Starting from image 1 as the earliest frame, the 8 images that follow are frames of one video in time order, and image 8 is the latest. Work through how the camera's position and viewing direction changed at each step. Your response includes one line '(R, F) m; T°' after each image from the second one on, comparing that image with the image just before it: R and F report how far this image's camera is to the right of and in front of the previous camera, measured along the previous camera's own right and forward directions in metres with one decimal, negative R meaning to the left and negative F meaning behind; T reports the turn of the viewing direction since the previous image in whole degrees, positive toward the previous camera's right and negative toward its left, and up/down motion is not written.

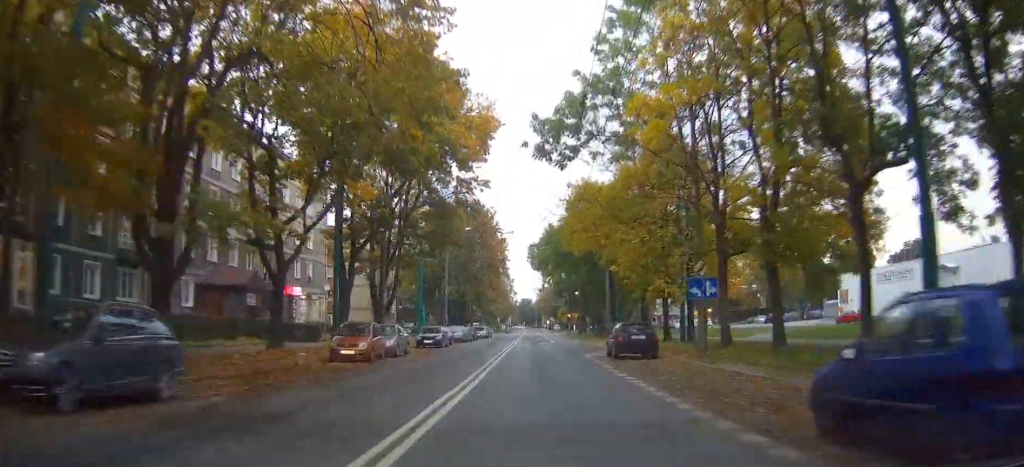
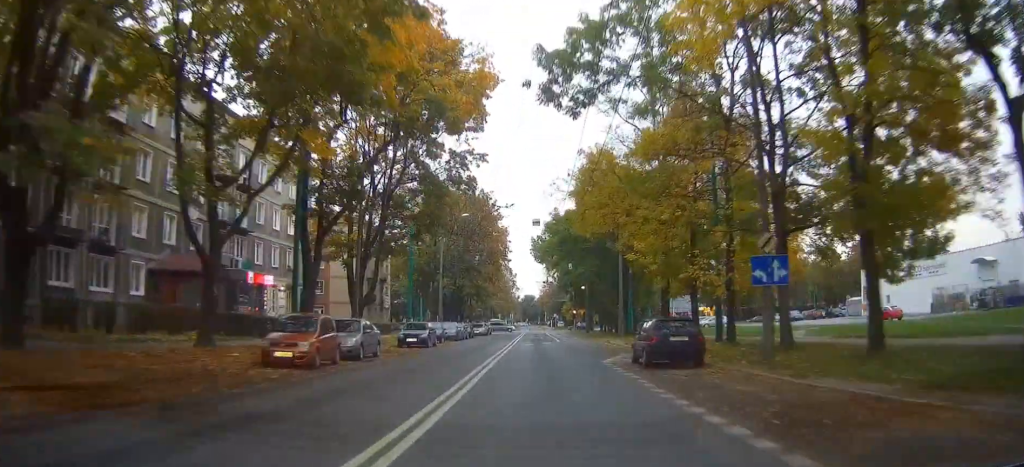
(0.0, +7.2) m; -1°
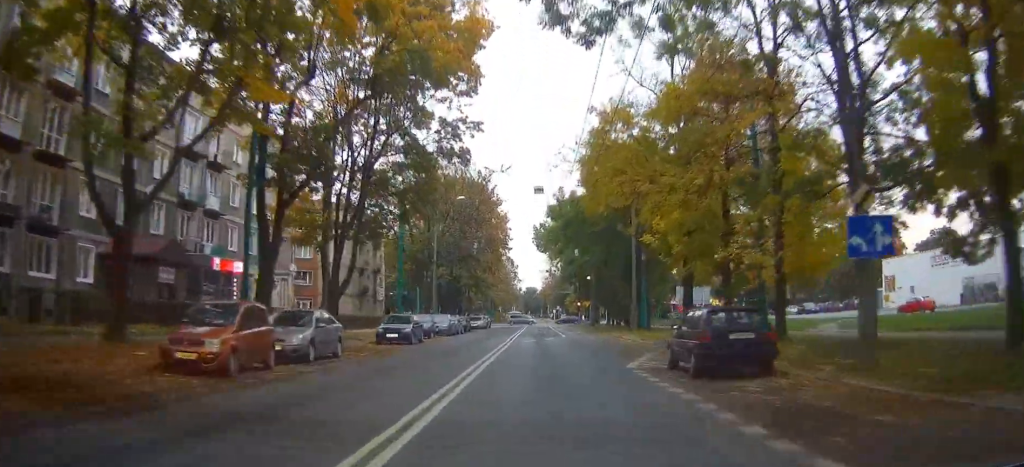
(+0.1, +5.9) m; -1°
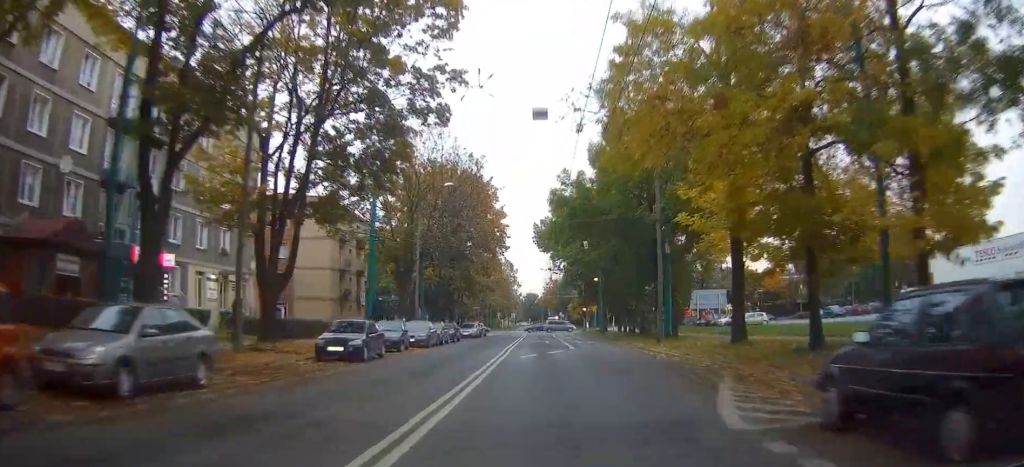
(-0.3, +10.0) m; -1°
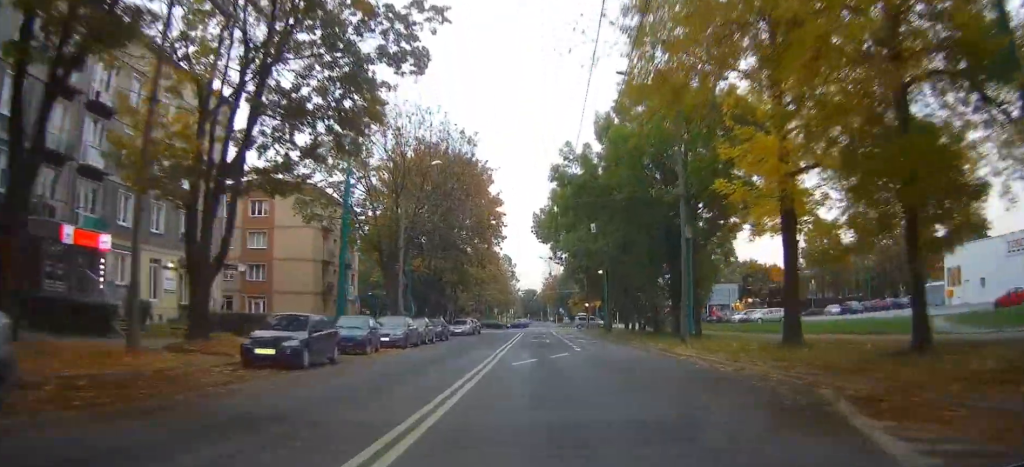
(-0.1, +6.7) m; 0°
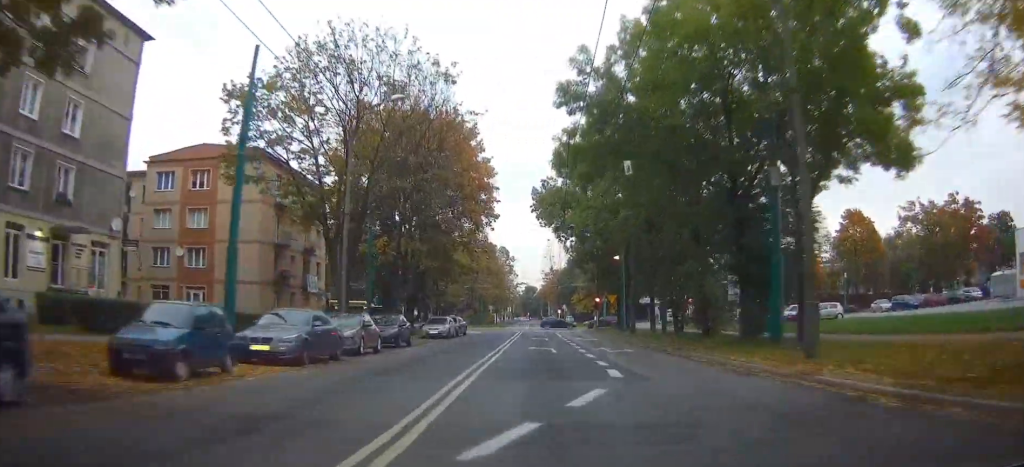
(+0.3, +14.8) m; +2°
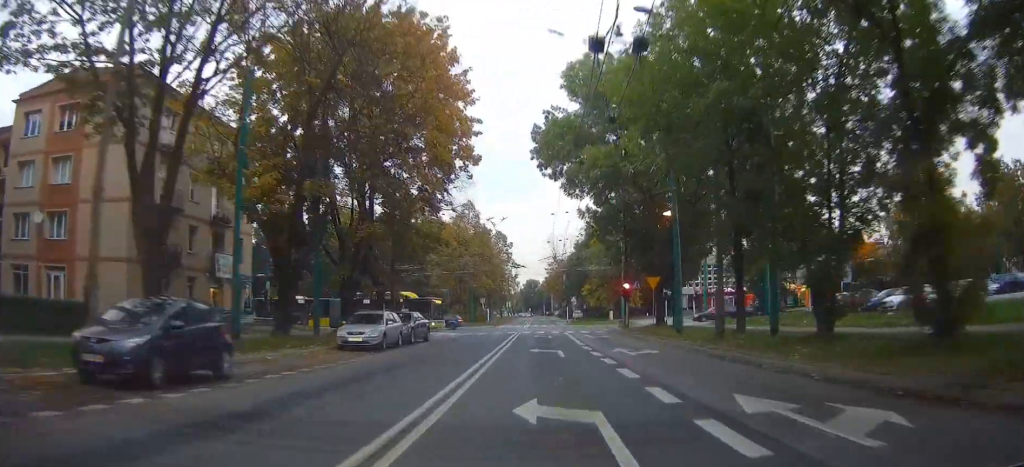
(+0.3, +20.7) m; +1°
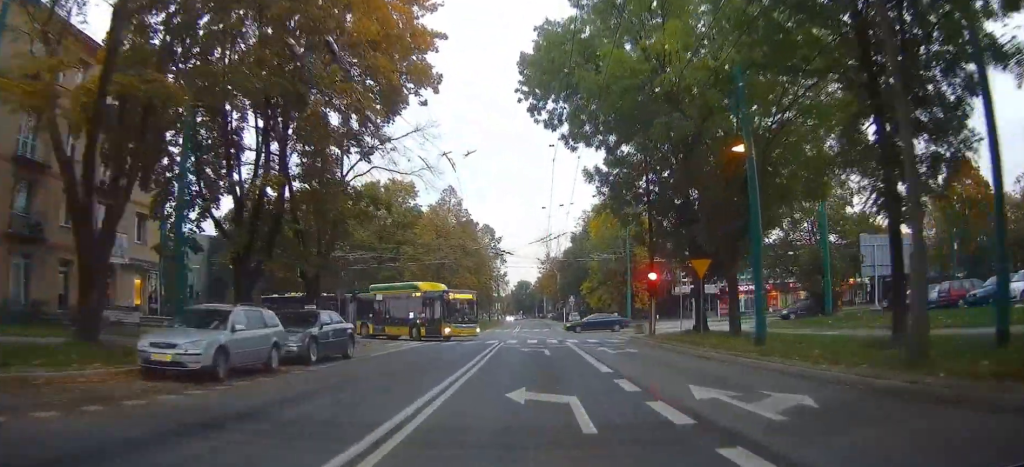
(+0.1, +14.1) m; 0°
